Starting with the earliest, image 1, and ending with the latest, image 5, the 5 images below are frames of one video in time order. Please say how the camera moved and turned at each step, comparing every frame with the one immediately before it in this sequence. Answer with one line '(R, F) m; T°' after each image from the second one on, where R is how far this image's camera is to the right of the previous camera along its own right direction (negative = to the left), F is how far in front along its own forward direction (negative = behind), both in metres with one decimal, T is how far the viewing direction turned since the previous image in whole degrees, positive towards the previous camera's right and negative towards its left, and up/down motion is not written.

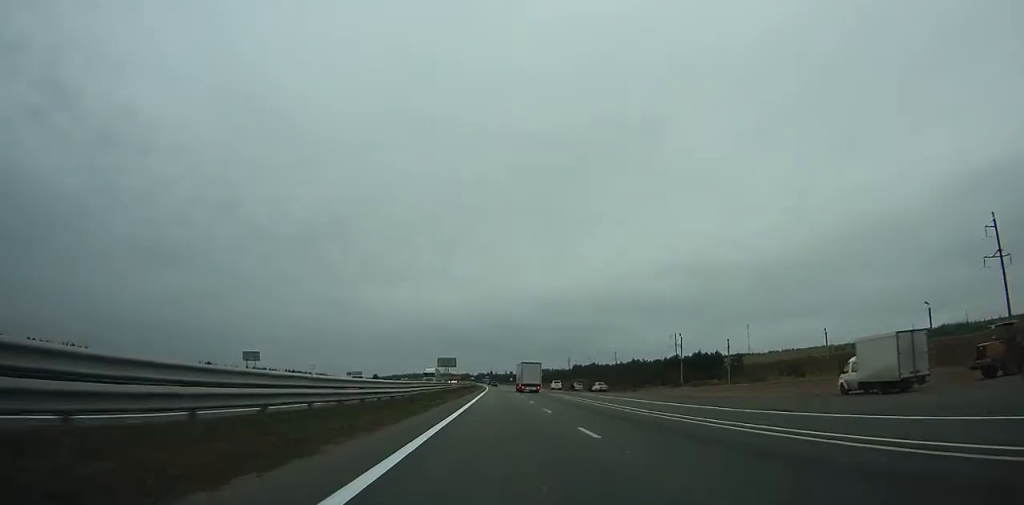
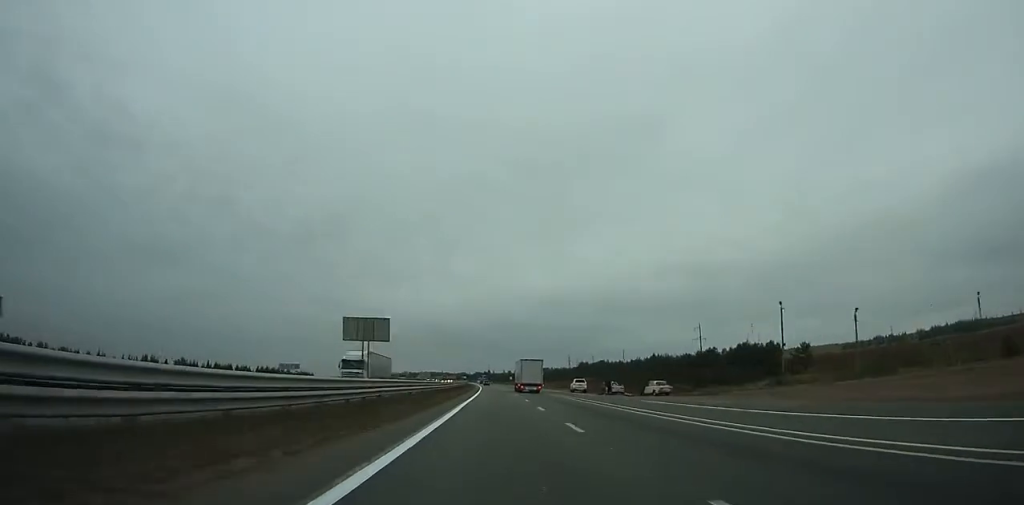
(-0.1, +34.0) m; 0°
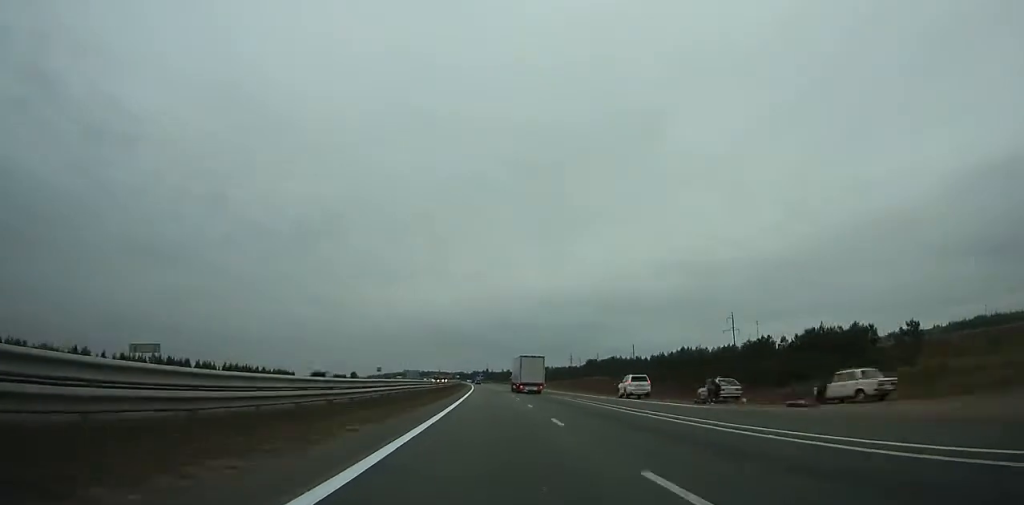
(0.0, +34.0) m; 0°
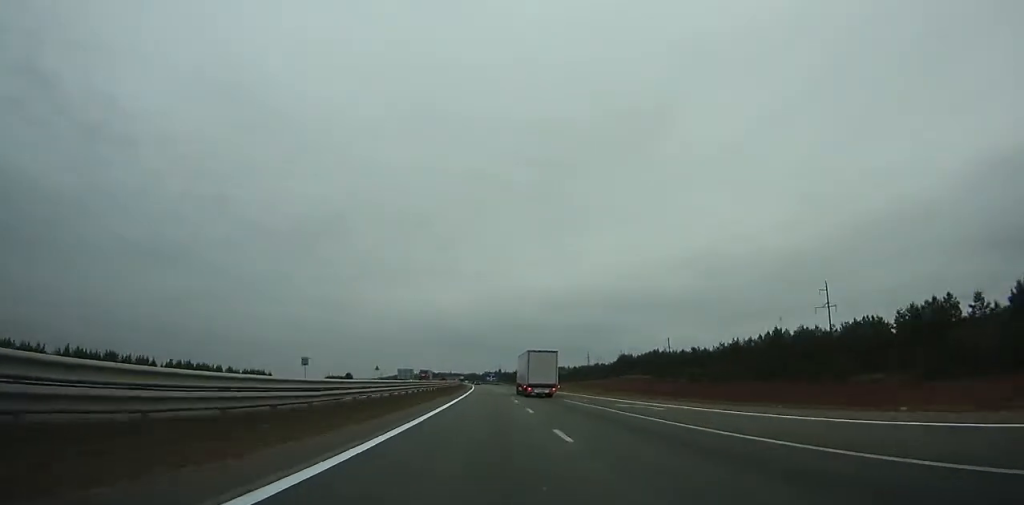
(-0.1, +53.9) m; 0°
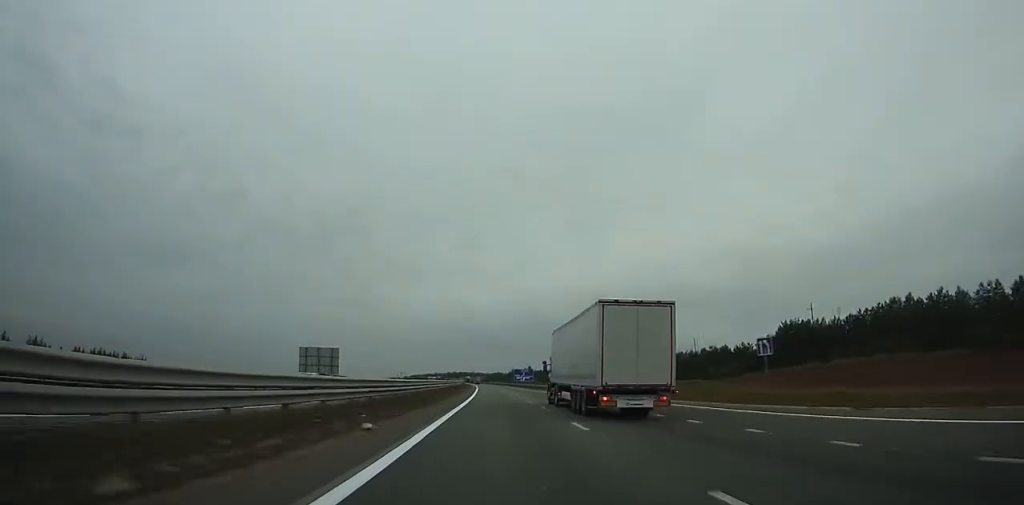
(-2.9, +126.0) m; -4°
